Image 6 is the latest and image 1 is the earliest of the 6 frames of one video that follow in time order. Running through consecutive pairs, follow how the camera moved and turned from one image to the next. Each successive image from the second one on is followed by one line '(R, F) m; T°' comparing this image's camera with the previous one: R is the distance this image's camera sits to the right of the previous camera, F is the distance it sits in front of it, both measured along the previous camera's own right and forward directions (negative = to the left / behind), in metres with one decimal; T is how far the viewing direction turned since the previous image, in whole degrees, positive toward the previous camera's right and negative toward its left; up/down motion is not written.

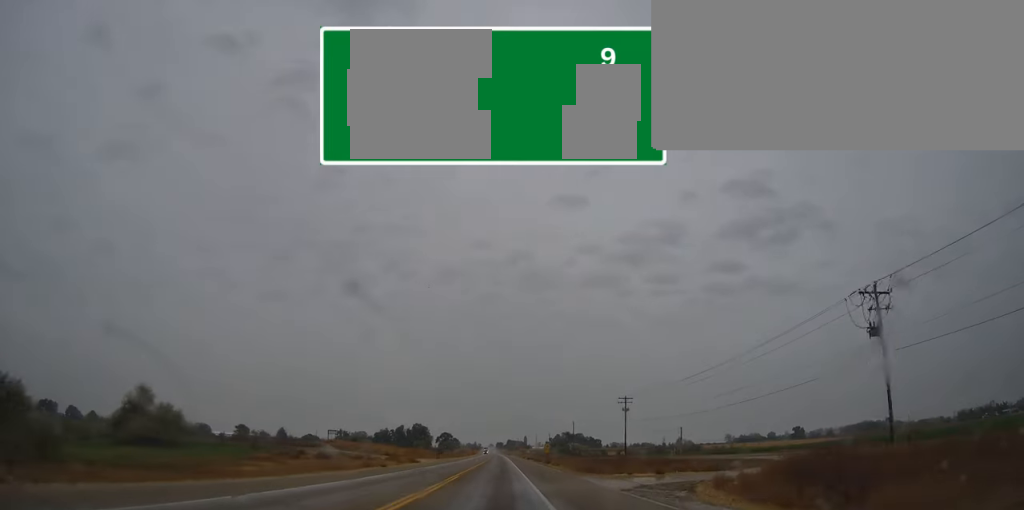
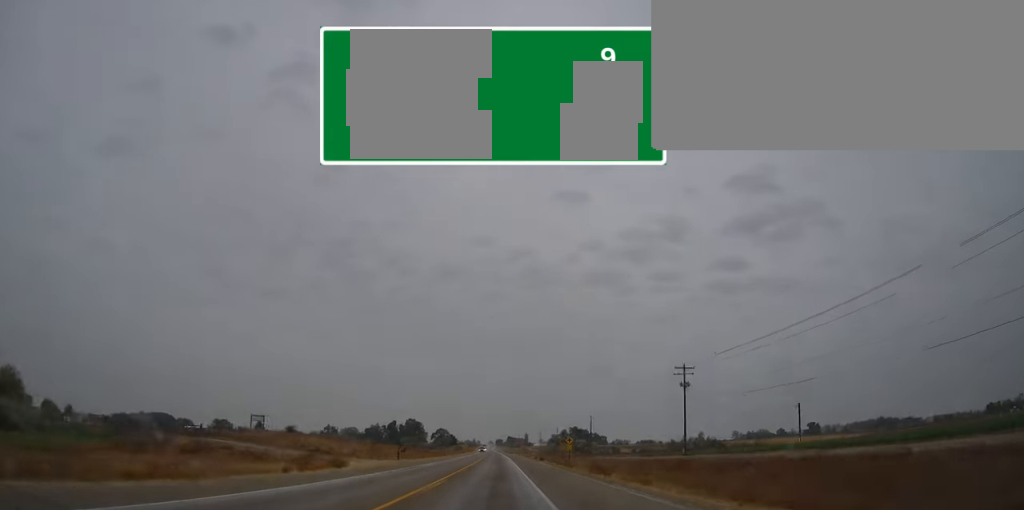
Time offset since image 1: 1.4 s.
(-0.1, +40.8) m; -1°
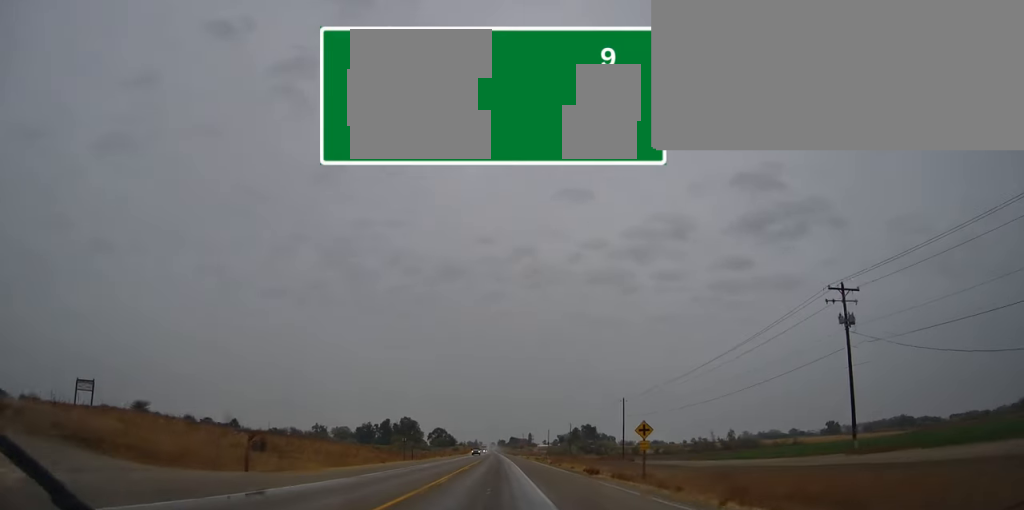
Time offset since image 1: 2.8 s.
(-0.3, +41.4) m; -1°
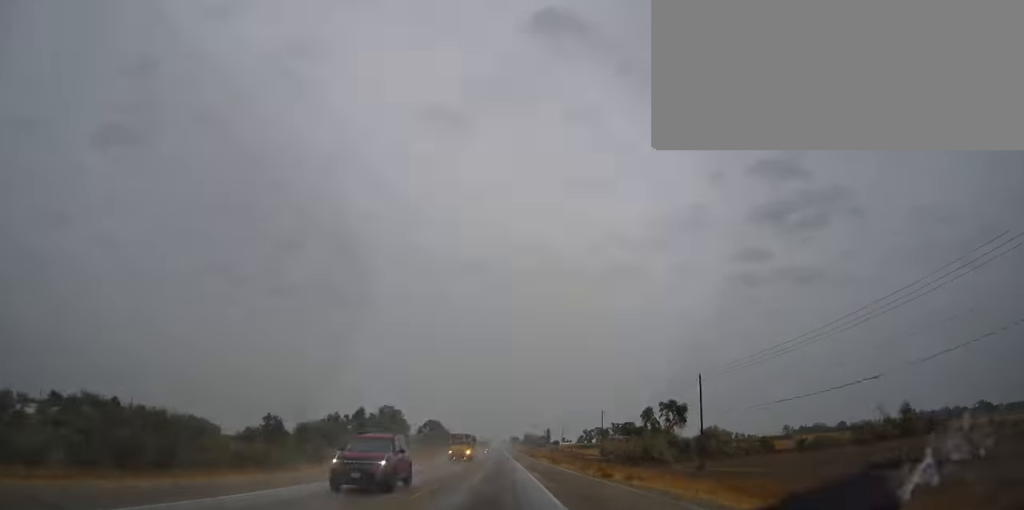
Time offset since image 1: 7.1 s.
(-1.2, +128.4) m; -1°
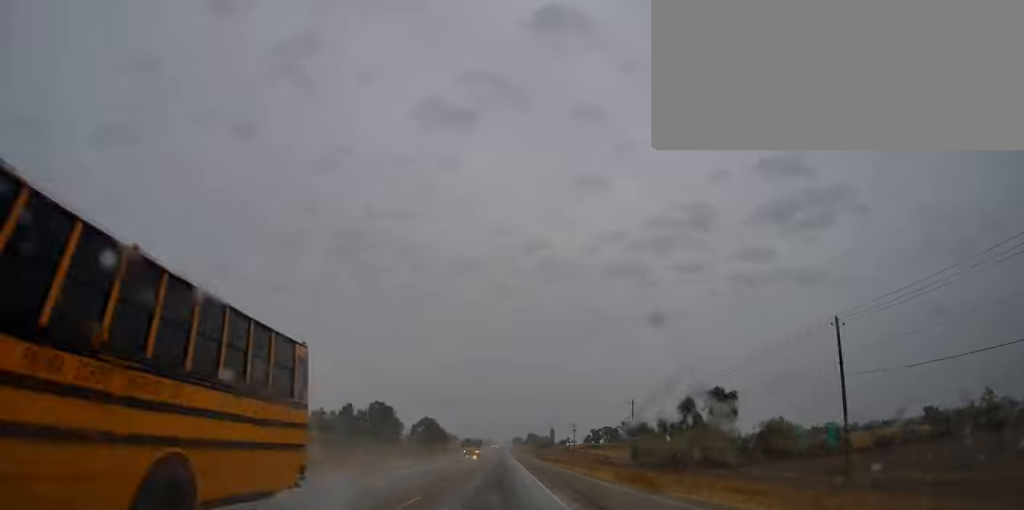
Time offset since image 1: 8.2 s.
(0.0, +34.7) m; 0°
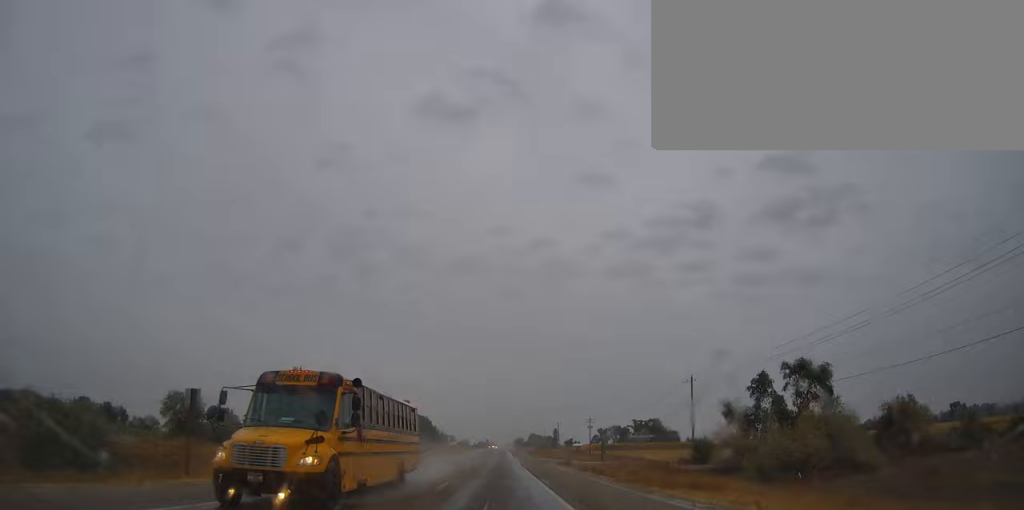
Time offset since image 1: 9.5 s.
(+0.1, +38.8) m; 0°
